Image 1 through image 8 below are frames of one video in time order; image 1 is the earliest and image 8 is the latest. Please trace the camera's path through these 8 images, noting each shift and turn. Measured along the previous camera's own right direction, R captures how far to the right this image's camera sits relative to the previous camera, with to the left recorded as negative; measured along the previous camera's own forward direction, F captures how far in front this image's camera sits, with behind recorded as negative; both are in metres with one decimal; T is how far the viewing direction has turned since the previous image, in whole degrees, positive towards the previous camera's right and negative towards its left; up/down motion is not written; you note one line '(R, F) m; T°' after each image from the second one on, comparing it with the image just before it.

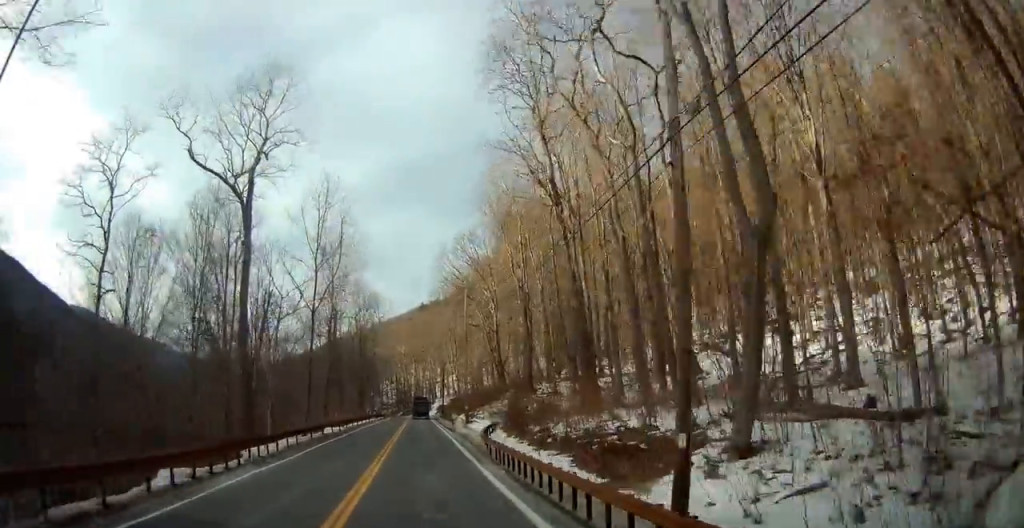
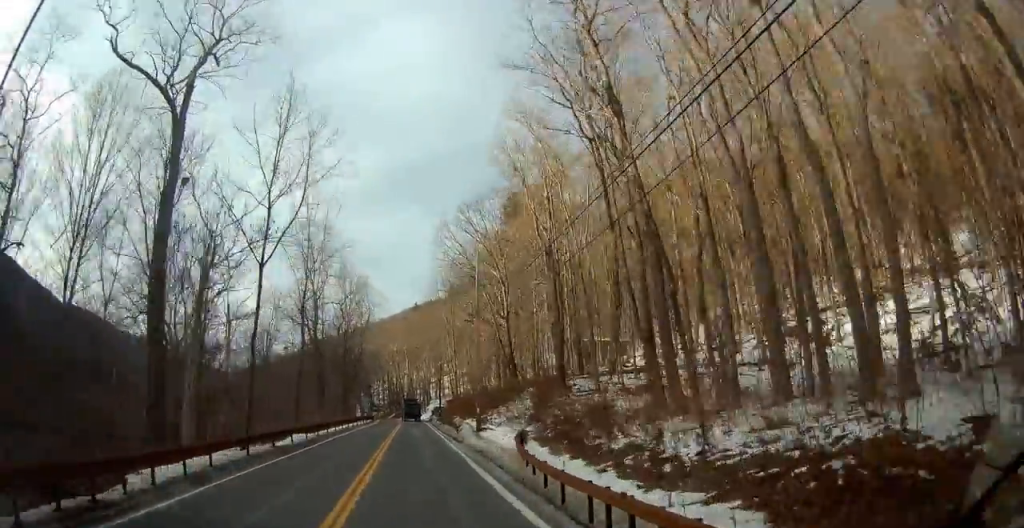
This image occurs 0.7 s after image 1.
(+0.2, +11.2) m; +1°
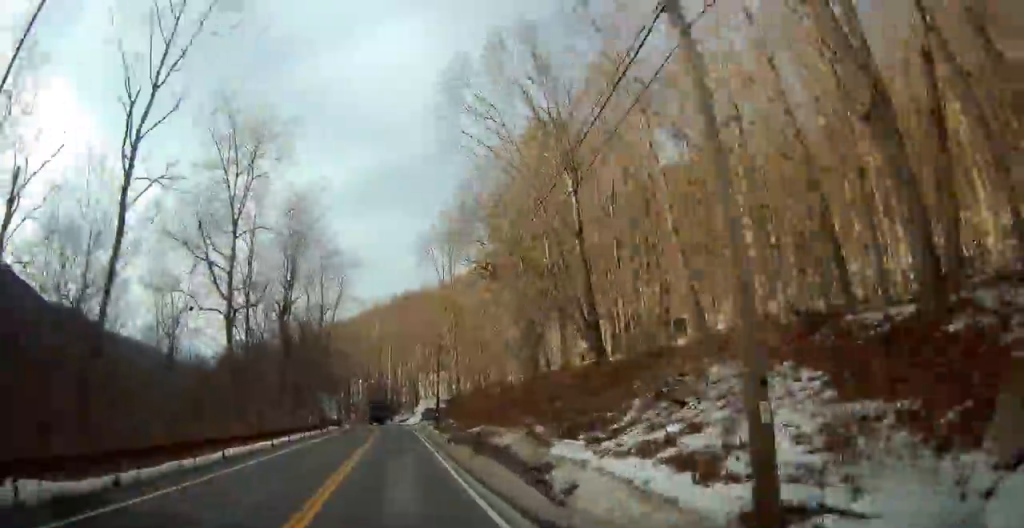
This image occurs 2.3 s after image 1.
(+0.3, +27.0) m; +1°
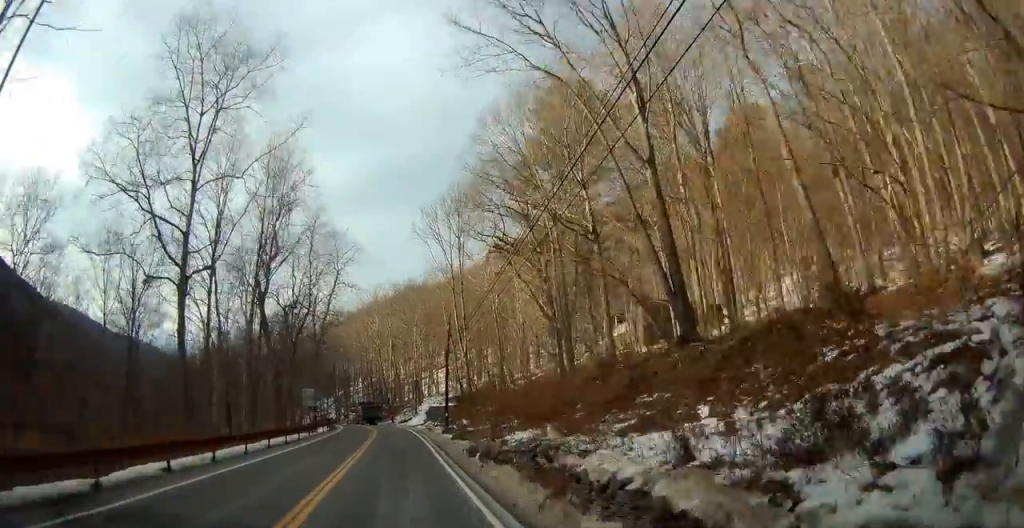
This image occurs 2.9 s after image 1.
(+0.1, +8.4) m; 0°
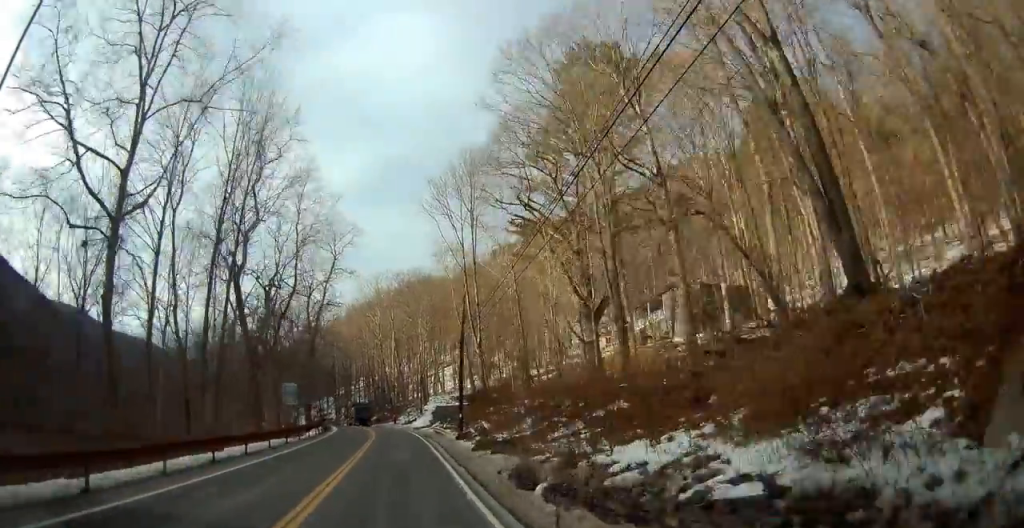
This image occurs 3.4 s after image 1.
(0.0, +8.0) m; 0°
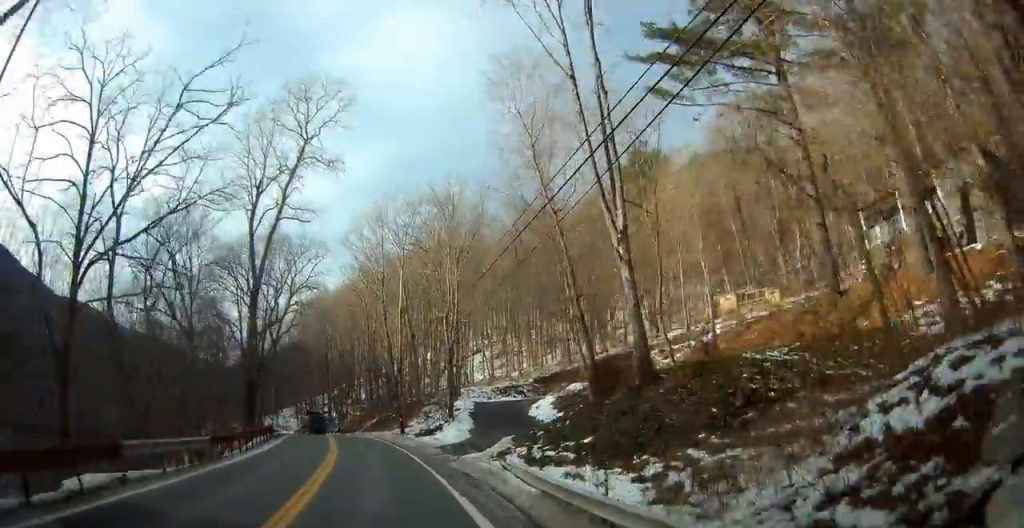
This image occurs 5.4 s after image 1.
(-0.5, +32.8) m; -3°
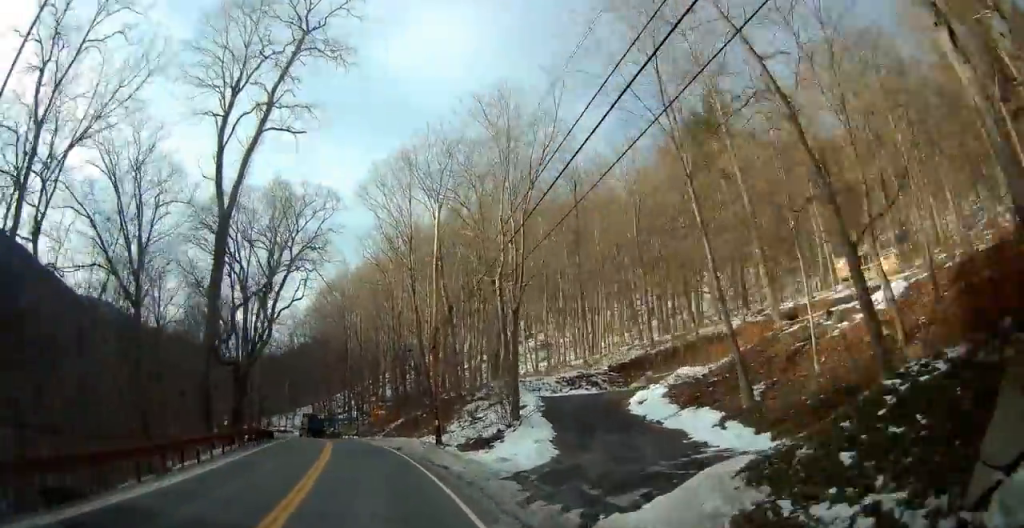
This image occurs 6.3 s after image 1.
(-0.3, +13.8) m; -2°
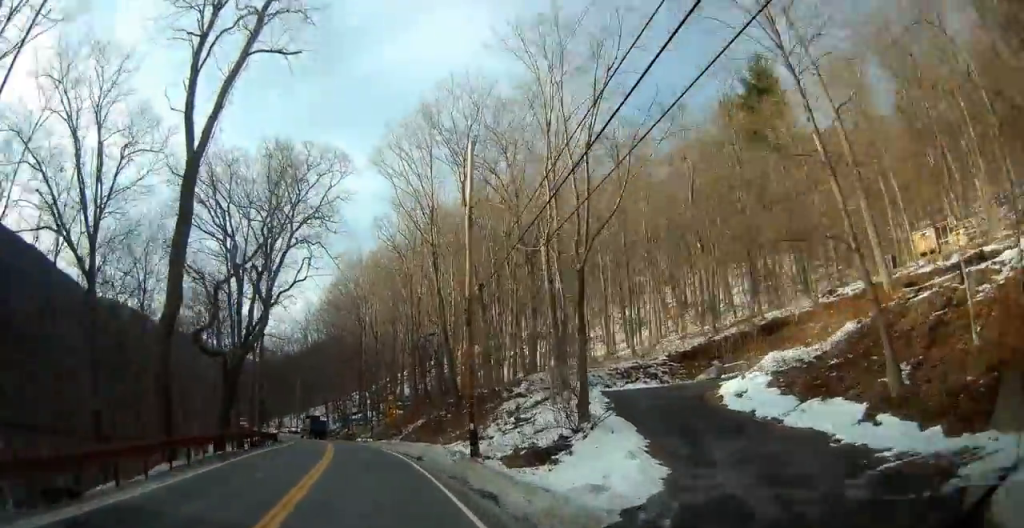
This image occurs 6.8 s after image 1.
(-0.1, +7.1) m; -1°
